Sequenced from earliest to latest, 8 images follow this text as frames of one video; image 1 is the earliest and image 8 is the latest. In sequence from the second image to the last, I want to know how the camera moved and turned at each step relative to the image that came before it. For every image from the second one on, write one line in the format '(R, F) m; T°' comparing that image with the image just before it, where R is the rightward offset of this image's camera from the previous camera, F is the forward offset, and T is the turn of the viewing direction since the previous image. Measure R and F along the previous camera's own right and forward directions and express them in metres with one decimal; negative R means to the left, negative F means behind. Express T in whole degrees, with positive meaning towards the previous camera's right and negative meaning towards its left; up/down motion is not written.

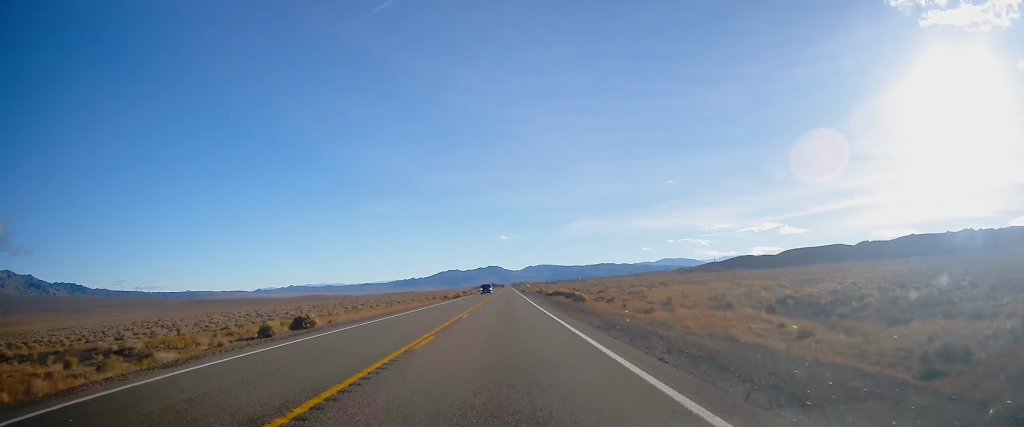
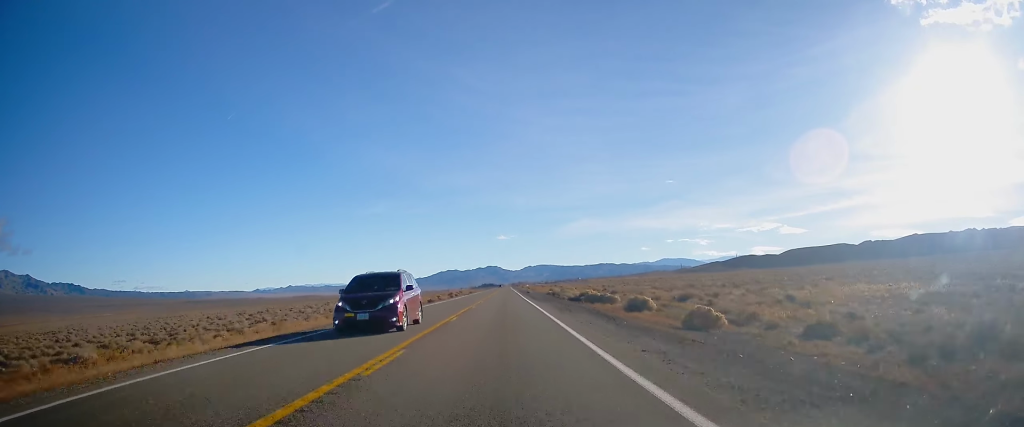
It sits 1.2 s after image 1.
(+0.2, +40.1) m; +1°
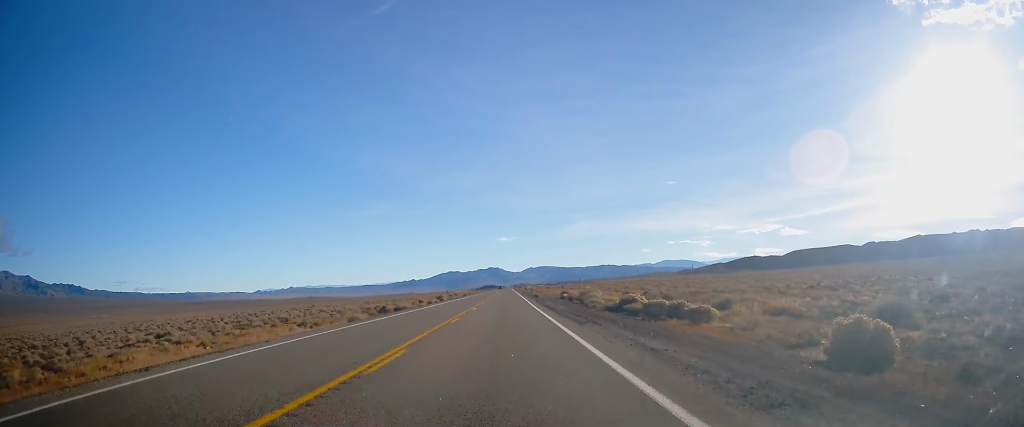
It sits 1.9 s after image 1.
(+0.2, +24.0) m; 0°
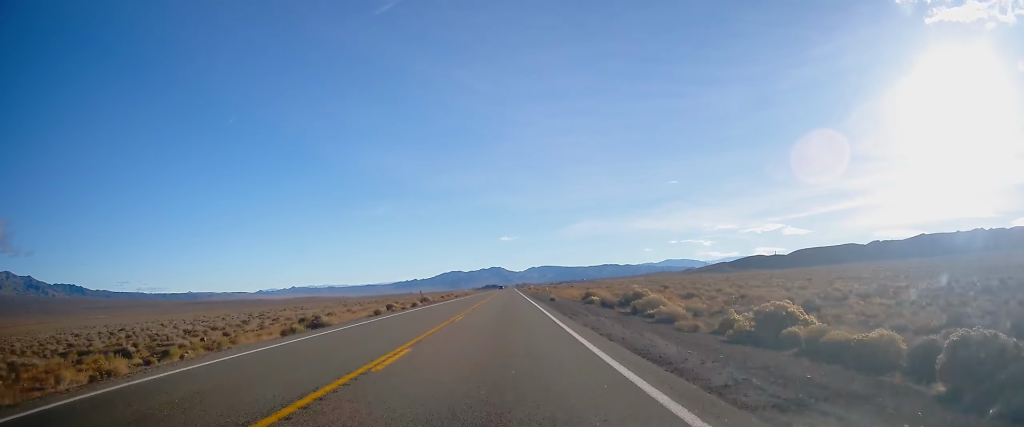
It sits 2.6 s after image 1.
(0.0, +24.2) m; 0°
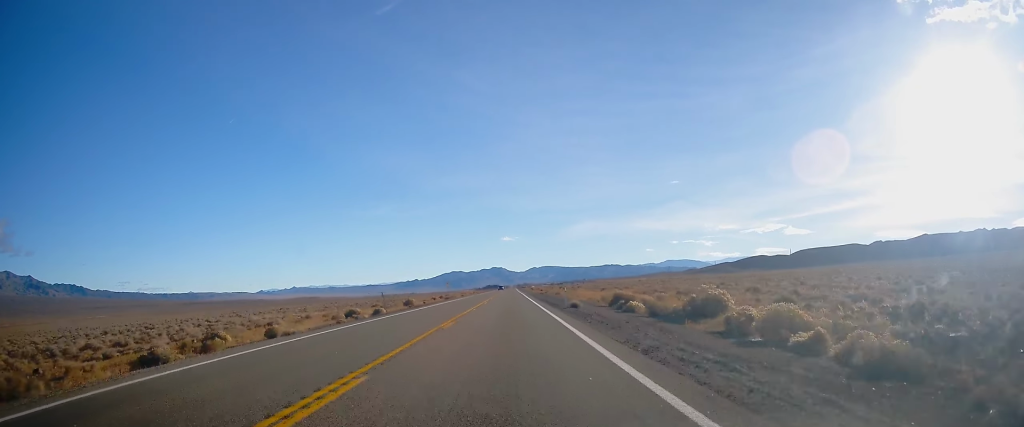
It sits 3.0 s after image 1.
(0.0, +16.2) m; 0°
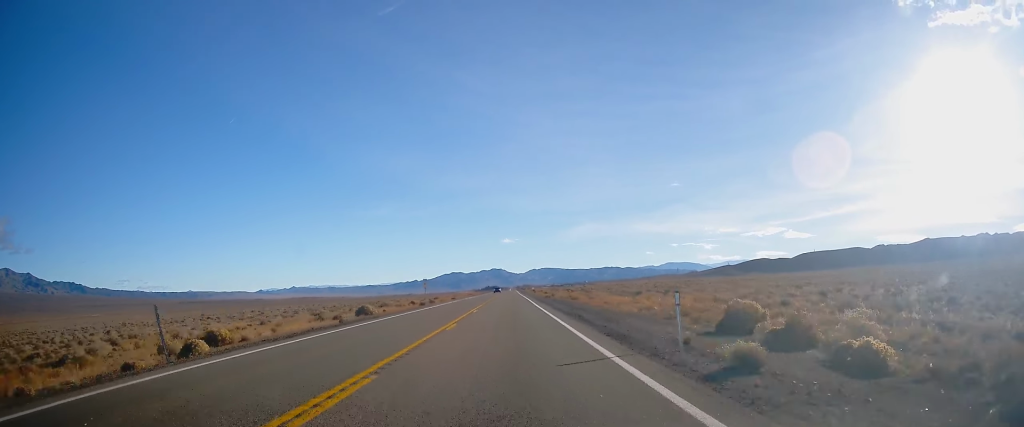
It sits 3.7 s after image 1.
(-0.3, +24.4) m; 0°
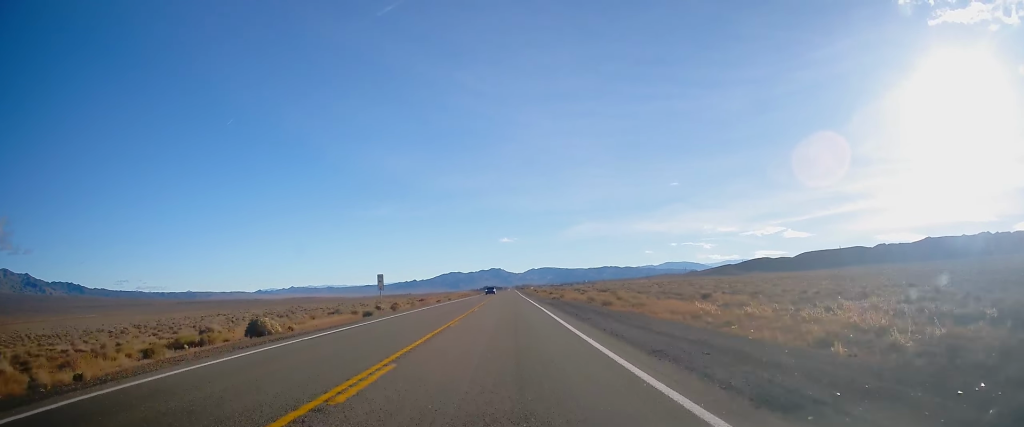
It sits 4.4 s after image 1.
(0.0, +23.2) m; 0°
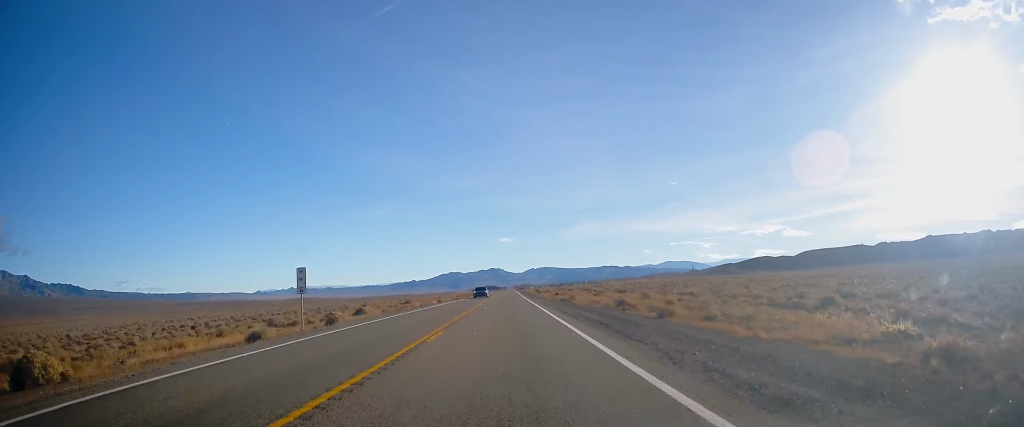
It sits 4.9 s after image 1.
(0.0, +17.4) m; 0°
